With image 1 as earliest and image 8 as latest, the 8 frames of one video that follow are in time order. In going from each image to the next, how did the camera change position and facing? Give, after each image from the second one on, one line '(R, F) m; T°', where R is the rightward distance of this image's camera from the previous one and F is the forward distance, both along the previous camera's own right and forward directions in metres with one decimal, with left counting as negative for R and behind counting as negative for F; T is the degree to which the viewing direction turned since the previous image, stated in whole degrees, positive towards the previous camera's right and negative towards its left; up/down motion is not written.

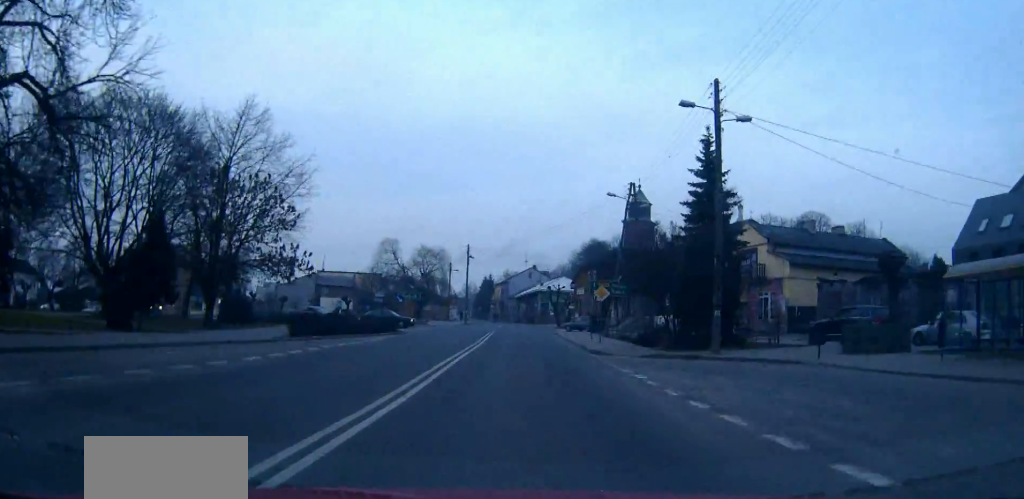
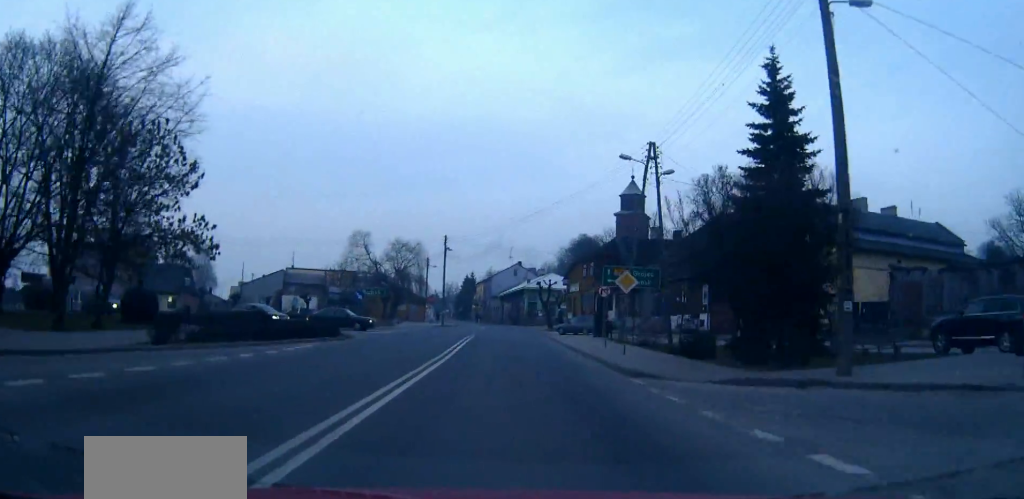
(+0.3, +11.3) m; +2°
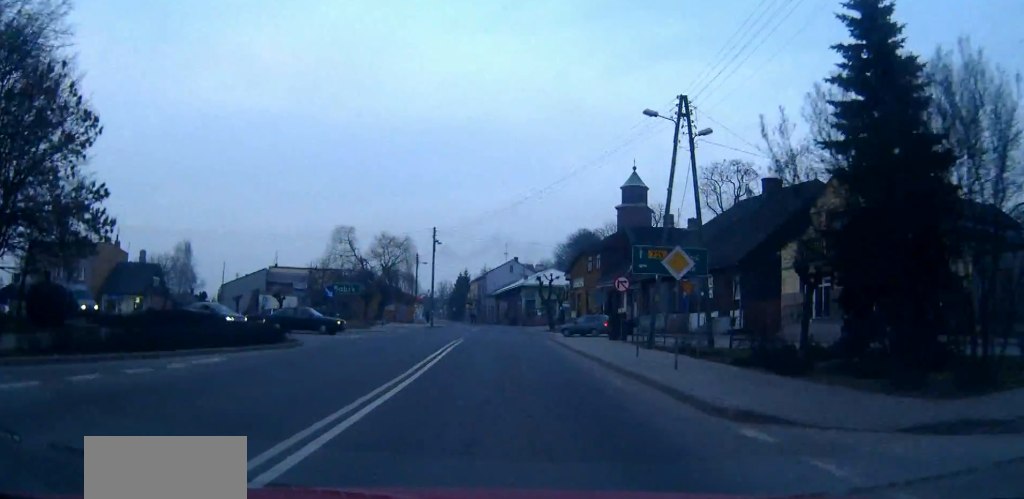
(+0.1, +7.9) m; +1°
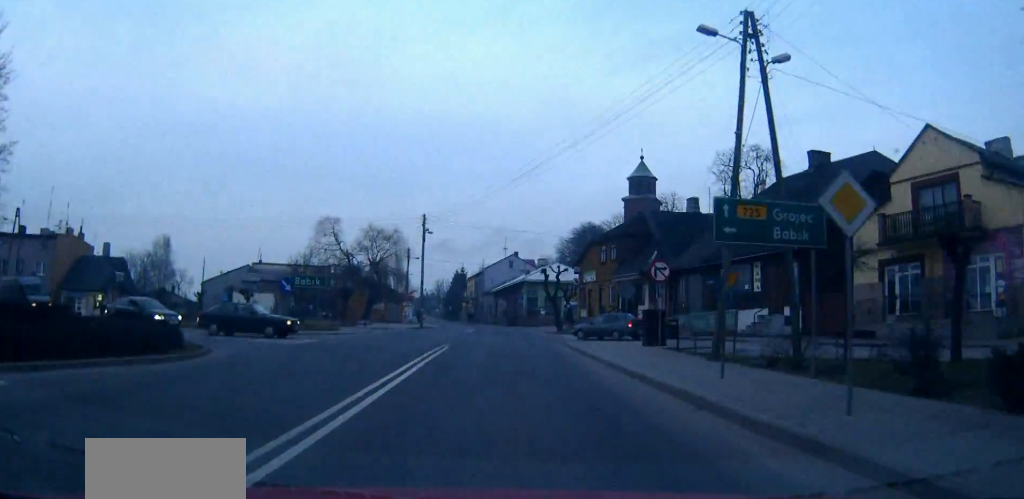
(+0.1, +8.8) m; 0°
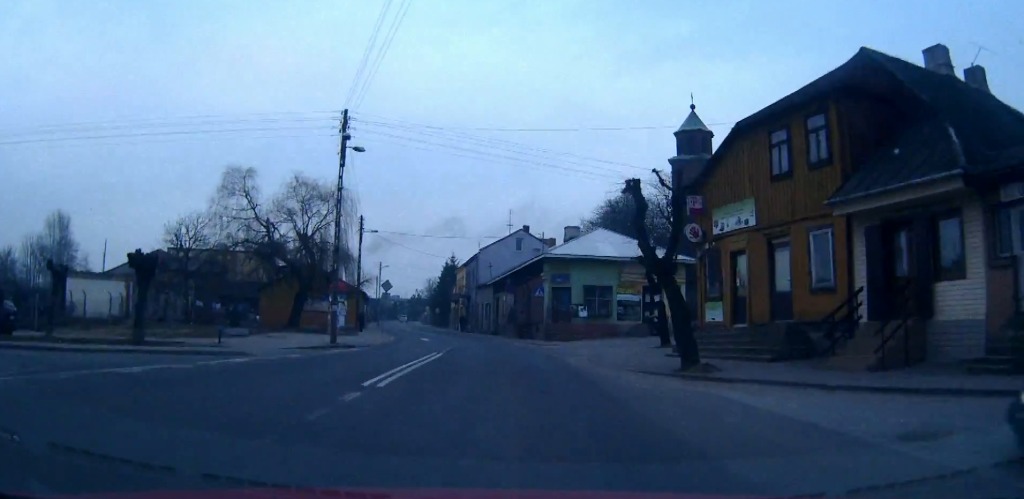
(+0.1, +35.1) m; 0°
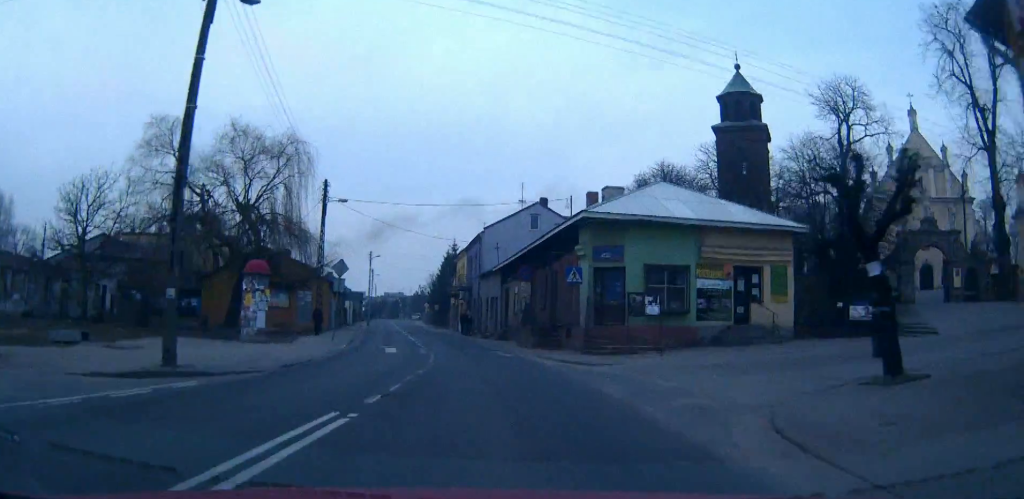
(-0.1, +16.5) m; -1°
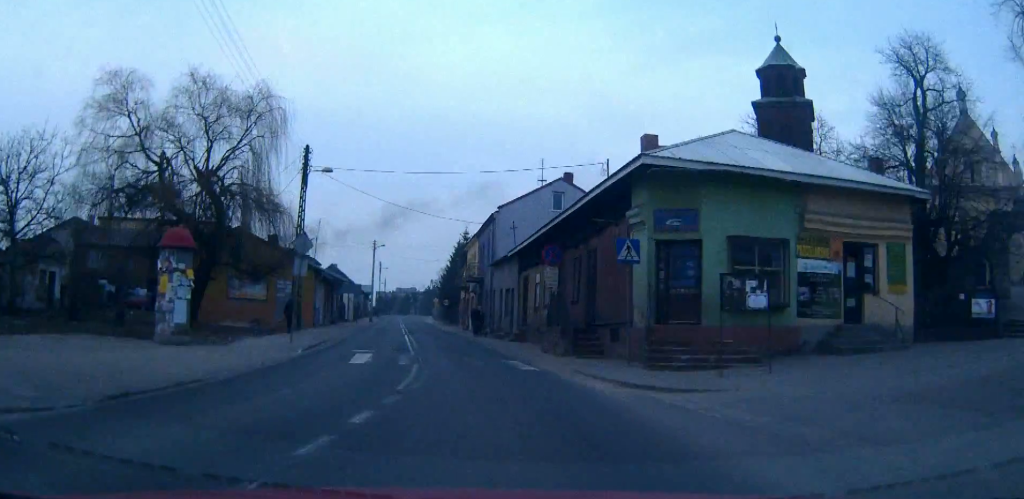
(0.0, +8.7) m; -1°
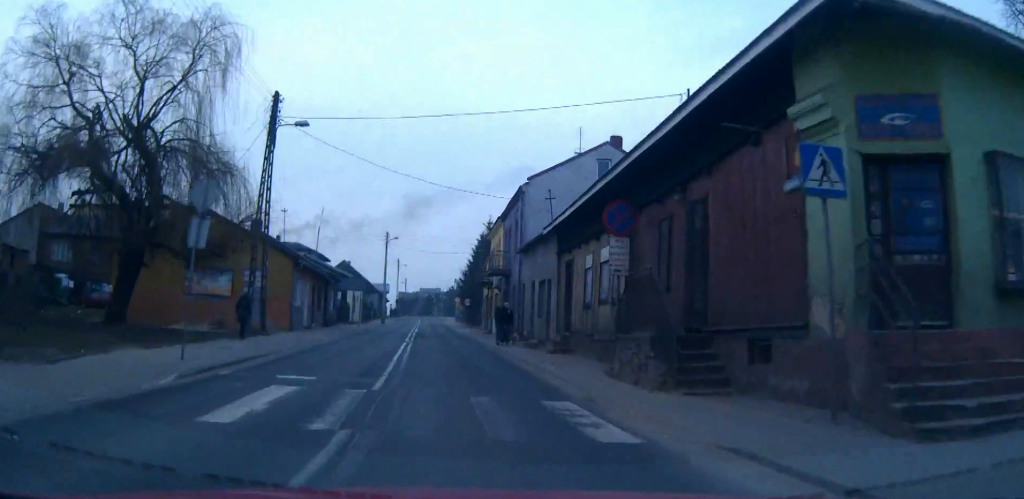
(-0.1, +10.4) m; -2°
